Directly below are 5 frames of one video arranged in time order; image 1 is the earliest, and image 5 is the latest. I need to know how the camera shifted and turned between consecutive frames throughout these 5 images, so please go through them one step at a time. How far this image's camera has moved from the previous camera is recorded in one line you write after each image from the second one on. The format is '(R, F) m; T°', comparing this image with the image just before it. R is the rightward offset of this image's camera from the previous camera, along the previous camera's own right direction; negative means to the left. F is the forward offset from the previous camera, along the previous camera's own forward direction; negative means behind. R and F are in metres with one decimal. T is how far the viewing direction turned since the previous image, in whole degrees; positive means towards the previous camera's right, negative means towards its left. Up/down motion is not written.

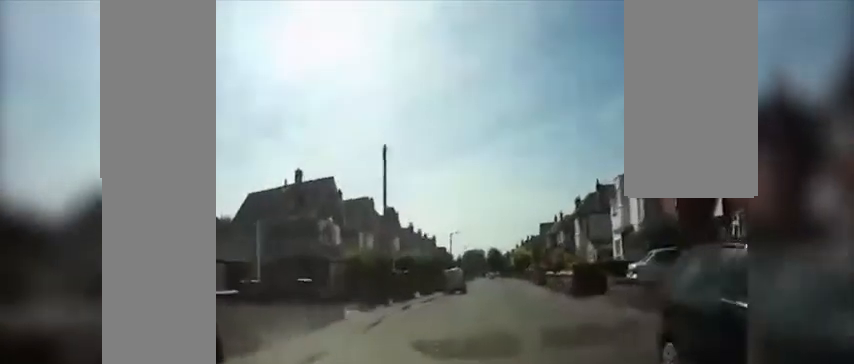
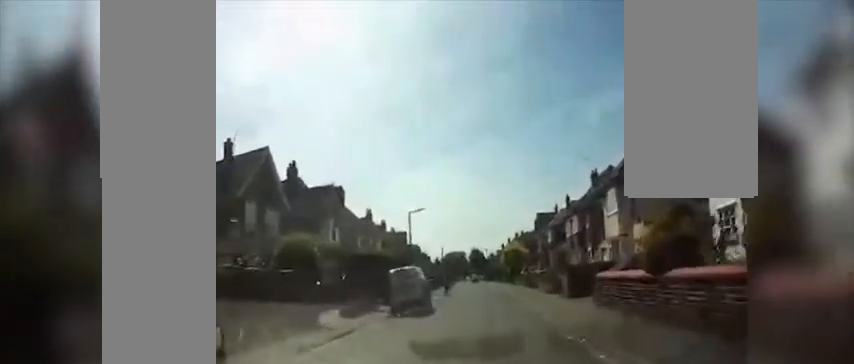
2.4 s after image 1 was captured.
(+0.4, +16.3) m; +2°
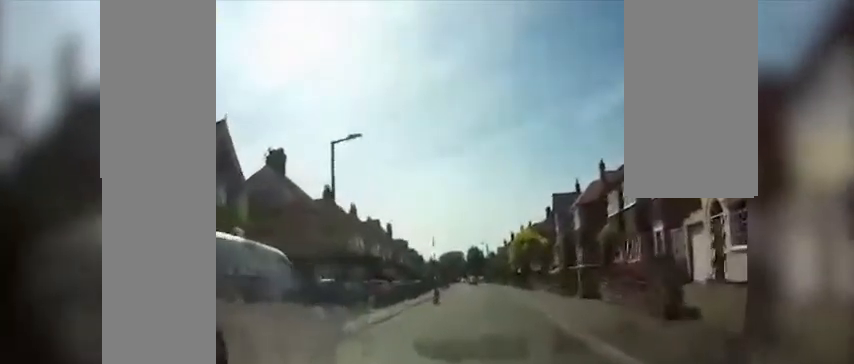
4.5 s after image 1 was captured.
(+0.3, +14.0) m; +2°
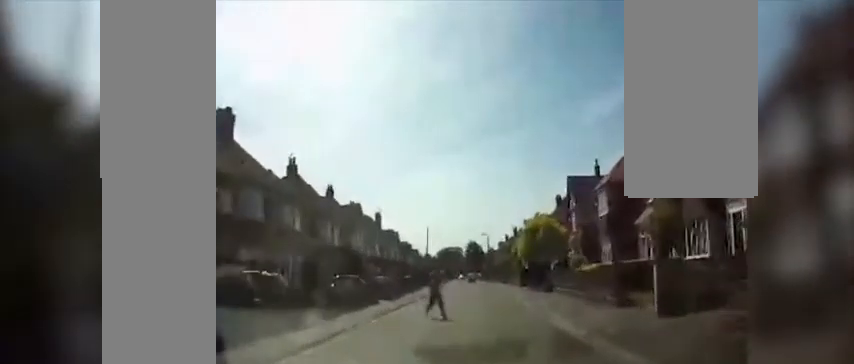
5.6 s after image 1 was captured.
(0.0, +7.8) m; +1°
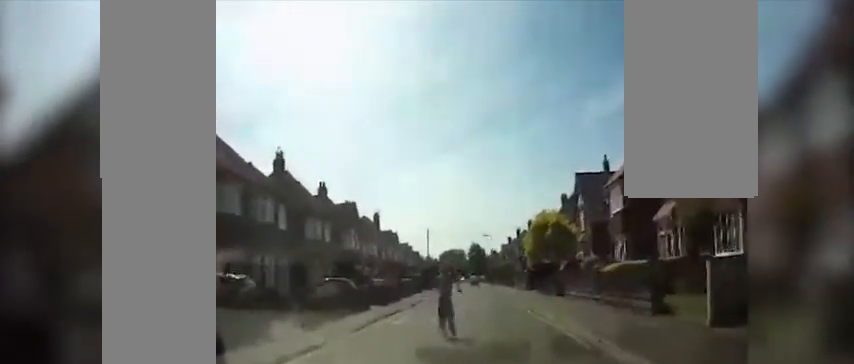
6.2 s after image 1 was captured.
(0.0, +3.6) m; 0°
